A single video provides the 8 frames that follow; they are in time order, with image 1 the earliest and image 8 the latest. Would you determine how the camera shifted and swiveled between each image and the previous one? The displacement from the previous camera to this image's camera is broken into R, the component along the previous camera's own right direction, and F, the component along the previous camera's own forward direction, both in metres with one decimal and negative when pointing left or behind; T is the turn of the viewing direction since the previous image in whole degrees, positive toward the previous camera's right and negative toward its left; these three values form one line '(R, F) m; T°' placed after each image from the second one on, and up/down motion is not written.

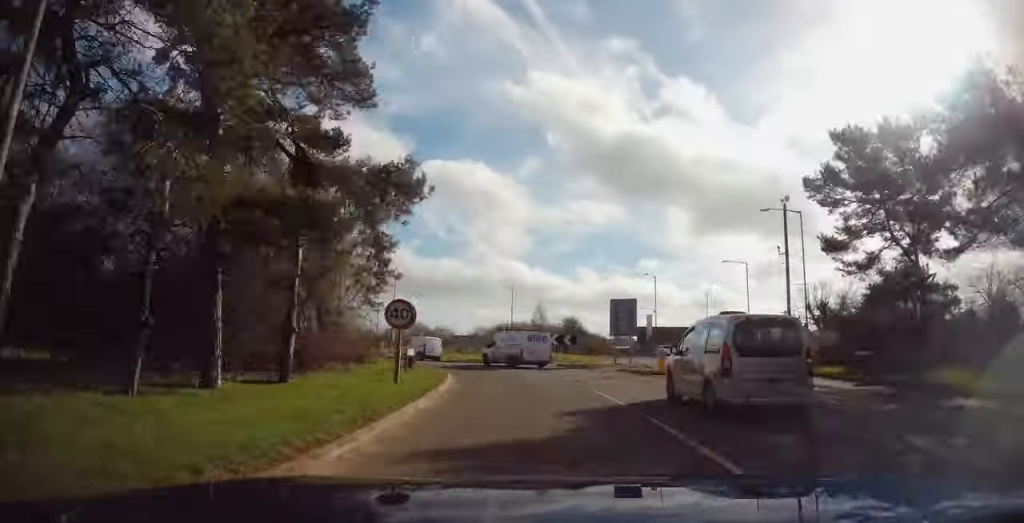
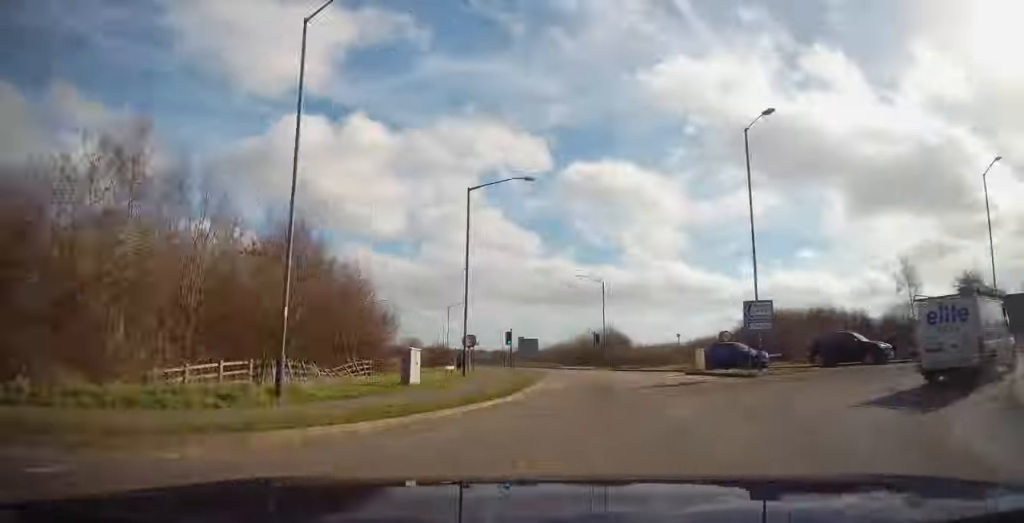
(-12.8, +77.6) m; -12°
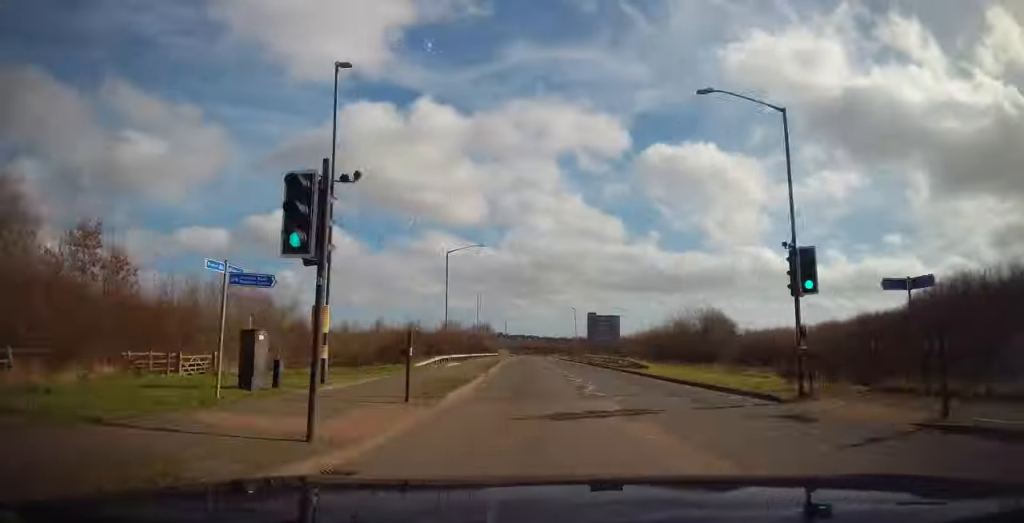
(-0.2, +49.4) m; -3°
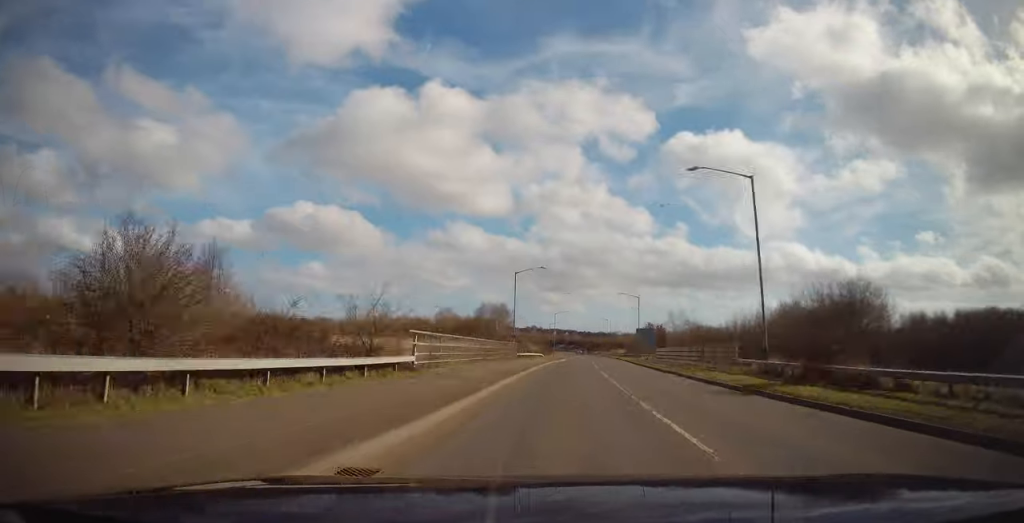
(-3.2, +80.7) m; -2°
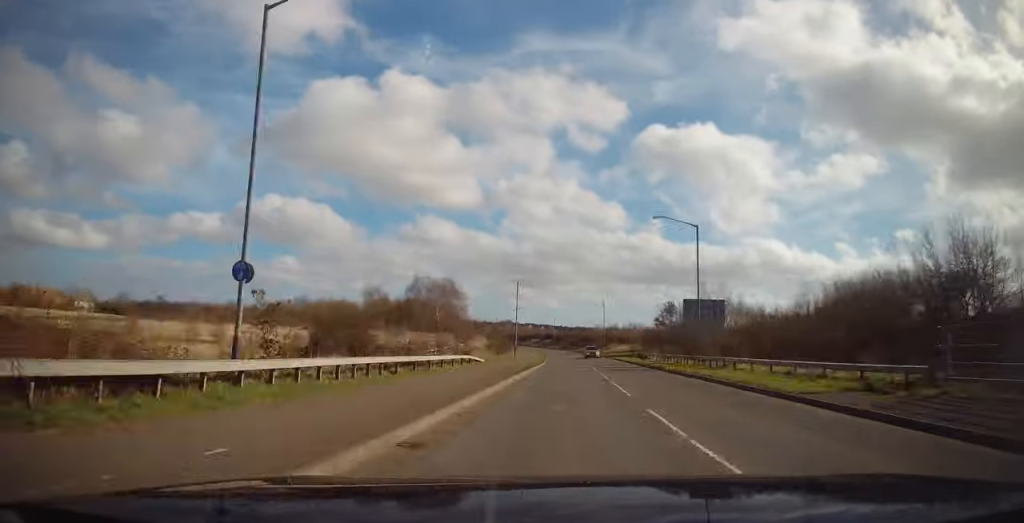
(-0.5, +46.2) m; -2°
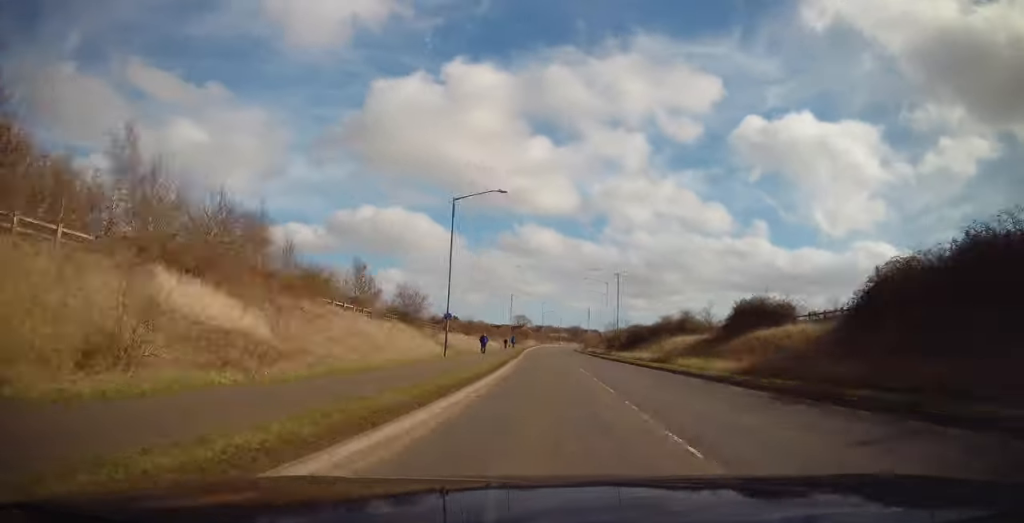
(-9.4, +145.1) m; -5°
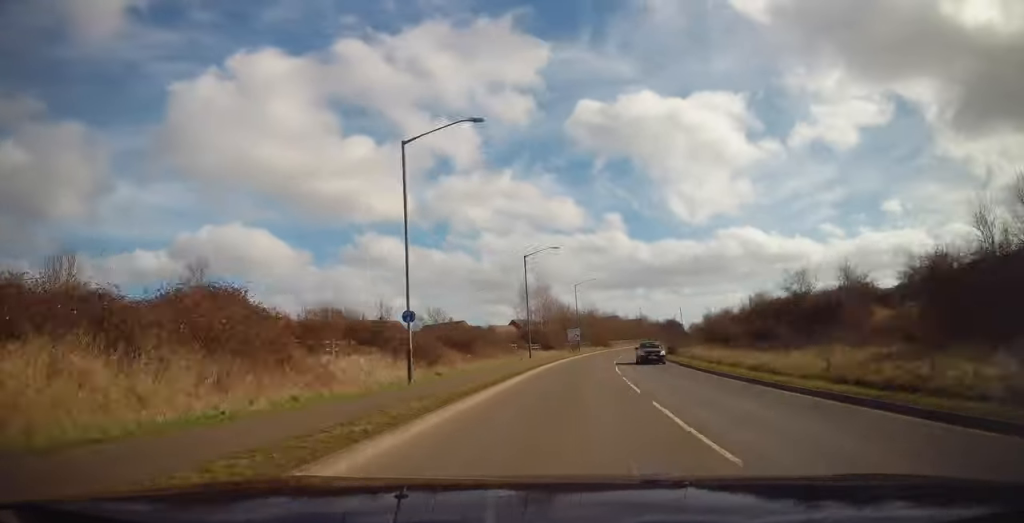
(+7.4, +174.7) m; +14°
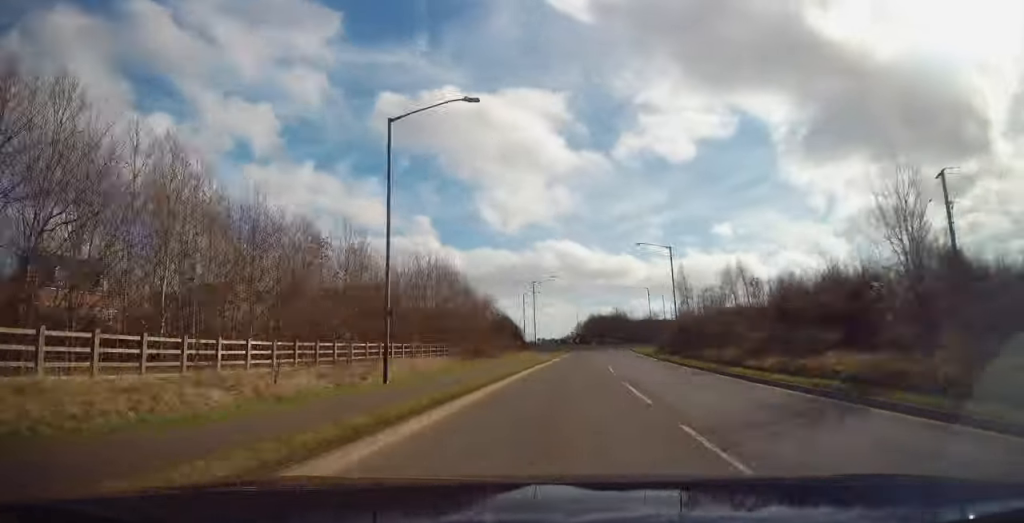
(+15.2, +103.2) m; +8°
